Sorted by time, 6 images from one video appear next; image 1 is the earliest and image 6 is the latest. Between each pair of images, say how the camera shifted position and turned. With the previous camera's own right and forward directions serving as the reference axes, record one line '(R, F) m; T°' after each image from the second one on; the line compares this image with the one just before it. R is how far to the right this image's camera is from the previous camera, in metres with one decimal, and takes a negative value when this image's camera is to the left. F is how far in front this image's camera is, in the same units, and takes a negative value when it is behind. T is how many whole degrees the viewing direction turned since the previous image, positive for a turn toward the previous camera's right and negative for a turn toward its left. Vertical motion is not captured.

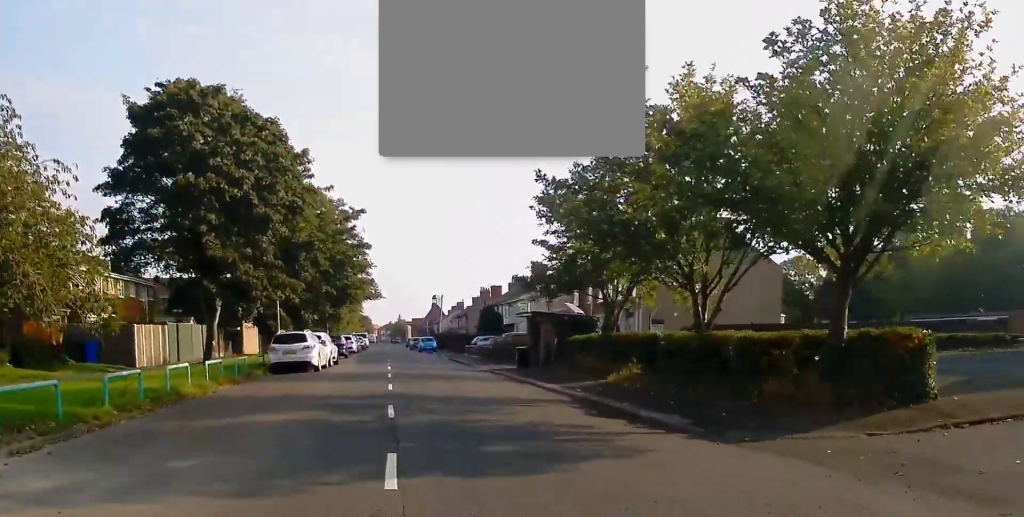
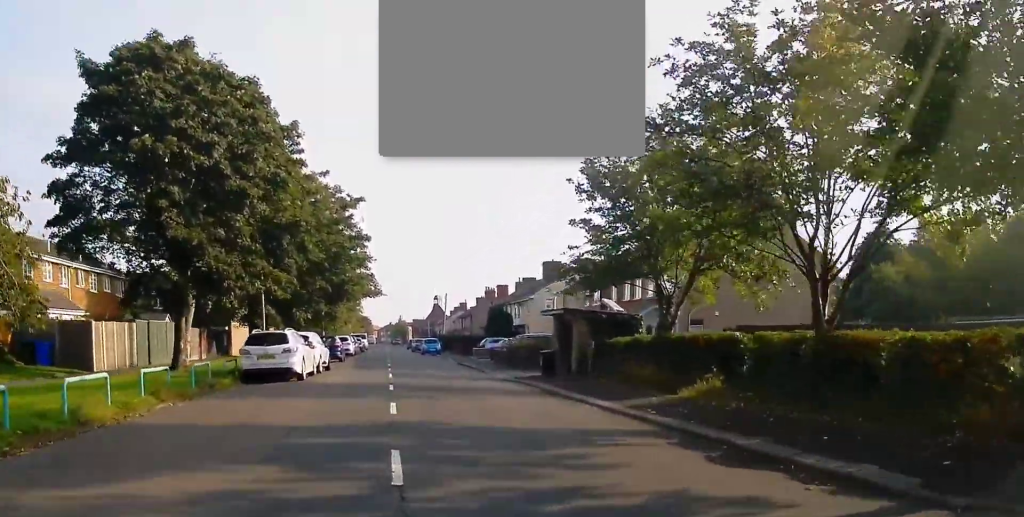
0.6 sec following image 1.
(0.0, +5.5) m; 0°
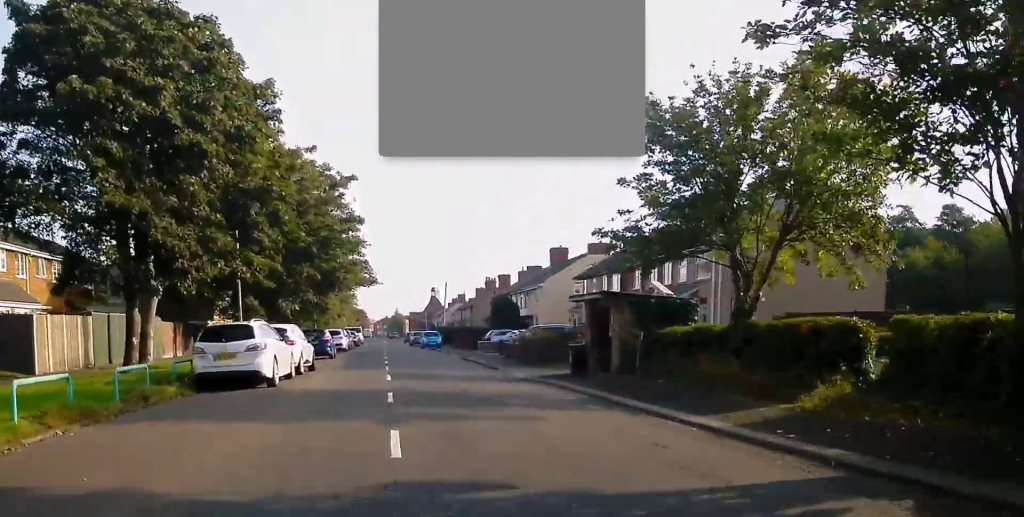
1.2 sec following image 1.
(0.0, +5.1) m; 0°
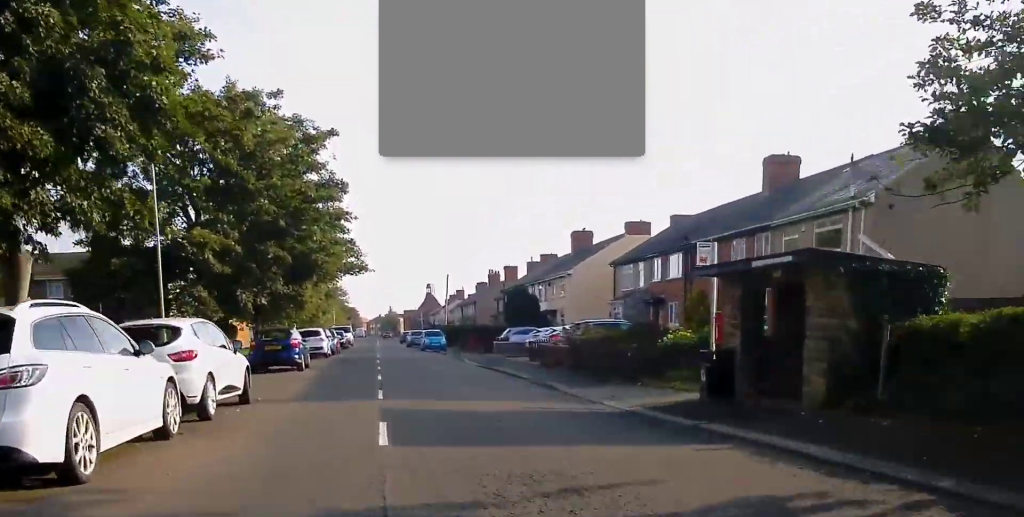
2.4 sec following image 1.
(+0.1, +10.9) m; +2°
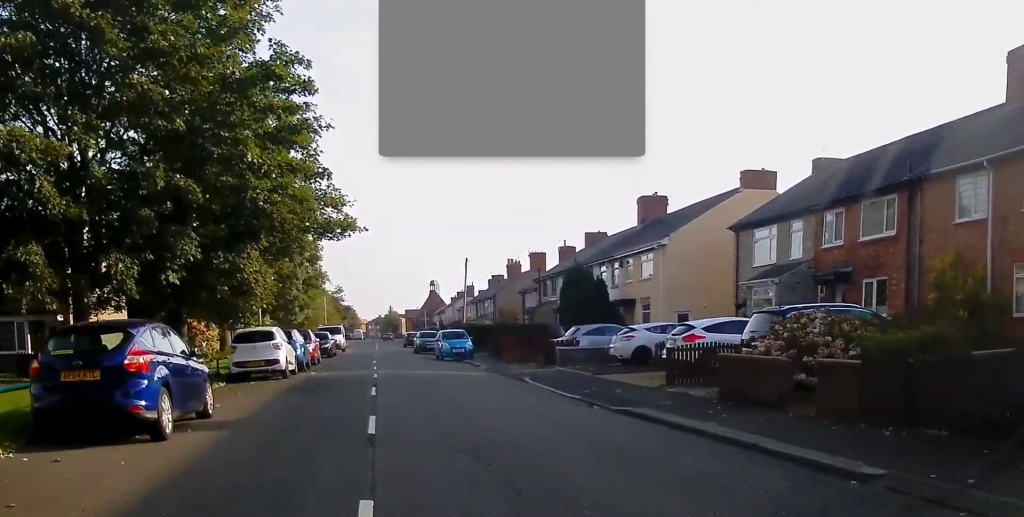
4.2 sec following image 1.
(-0.6, +16.9) m; -3°
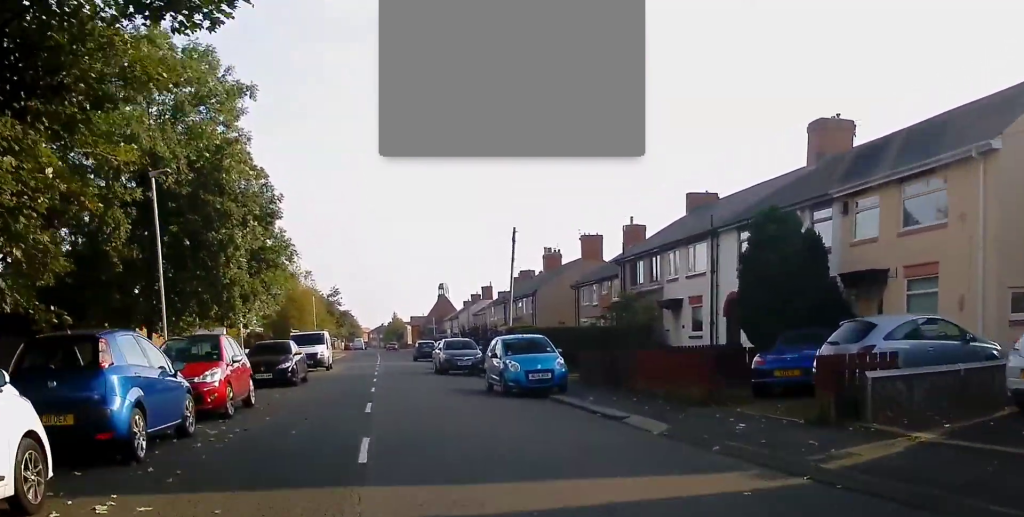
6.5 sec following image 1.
(+1.0, +19.0) m; +1°
